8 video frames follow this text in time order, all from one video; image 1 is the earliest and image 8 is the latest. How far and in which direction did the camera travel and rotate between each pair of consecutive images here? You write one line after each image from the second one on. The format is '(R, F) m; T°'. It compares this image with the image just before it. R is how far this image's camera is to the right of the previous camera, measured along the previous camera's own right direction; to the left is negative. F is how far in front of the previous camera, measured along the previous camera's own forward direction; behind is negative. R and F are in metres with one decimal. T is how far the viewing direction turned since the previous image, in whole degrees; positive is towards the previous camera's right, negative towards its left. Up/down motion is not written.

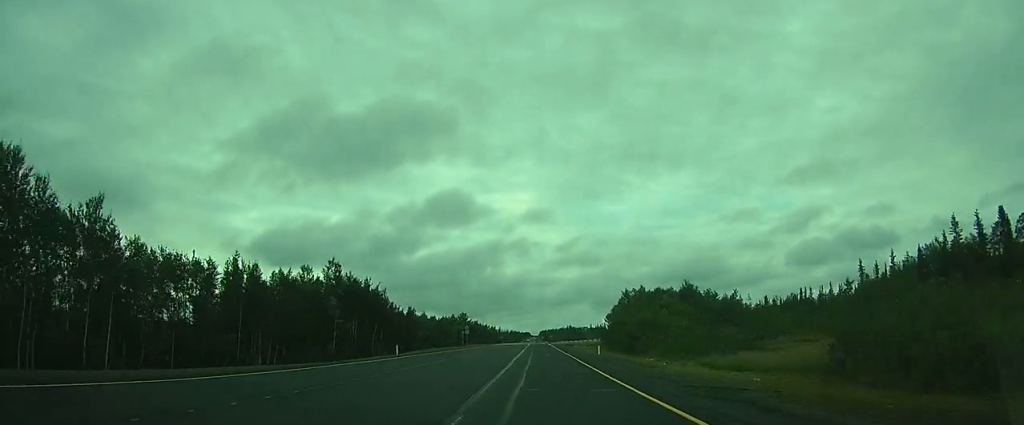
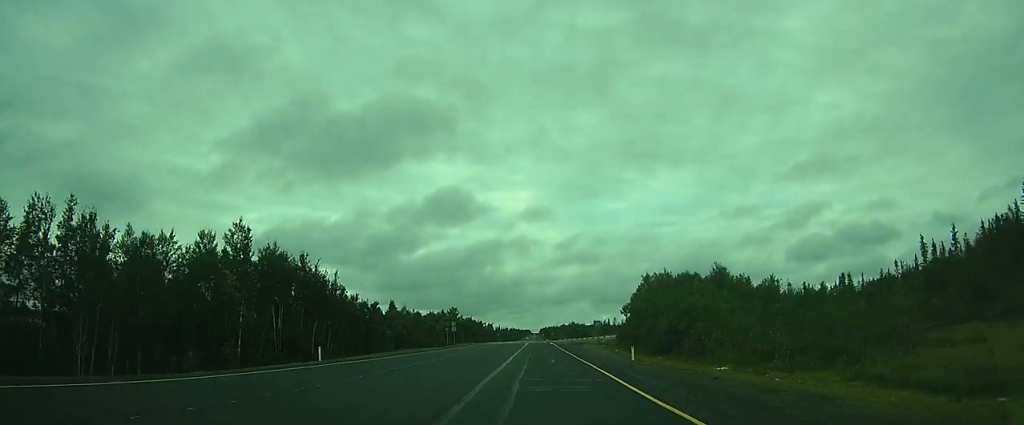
(-0.2, +17.9) m; -1°
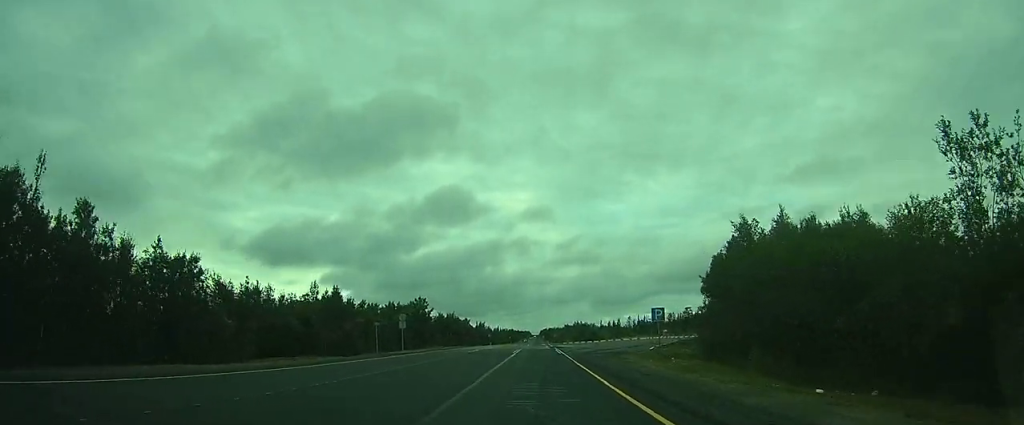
(-0.5, +35.2) m; -1°
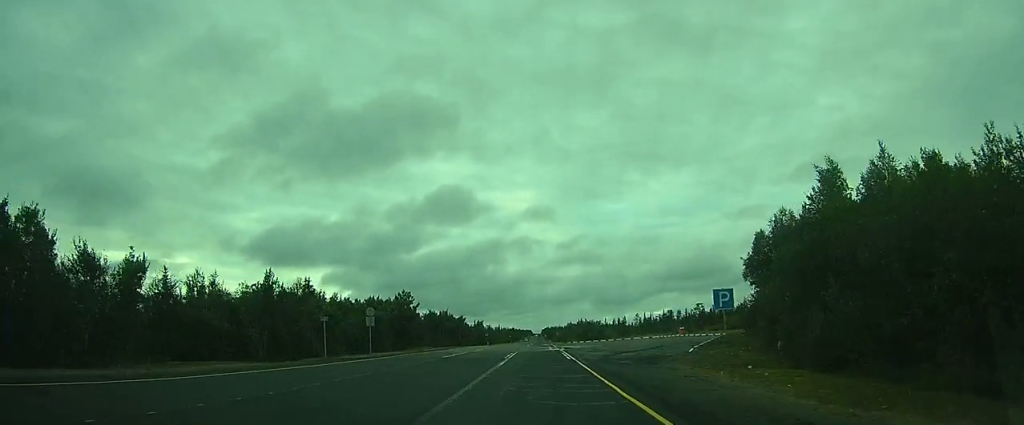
(0.0, +11.4) m; 0°
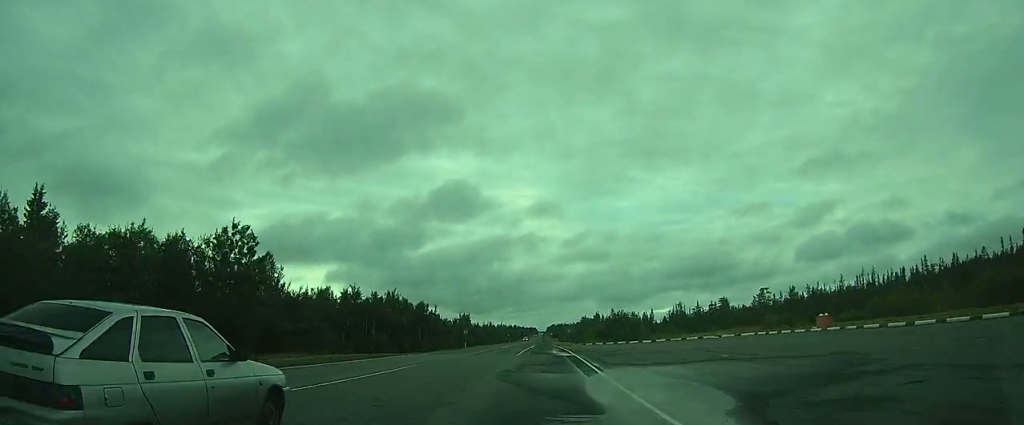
(-0.3, +46.2) m; 0°
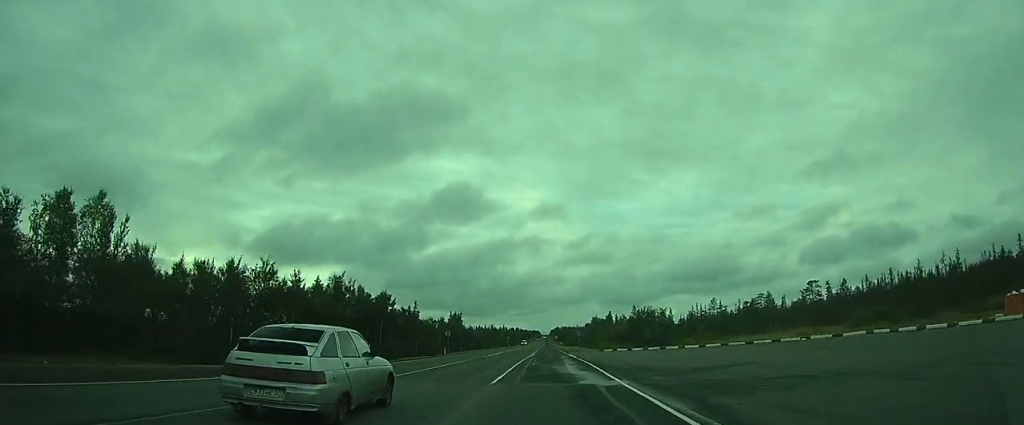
(+0.1, +21.1) m; 0°
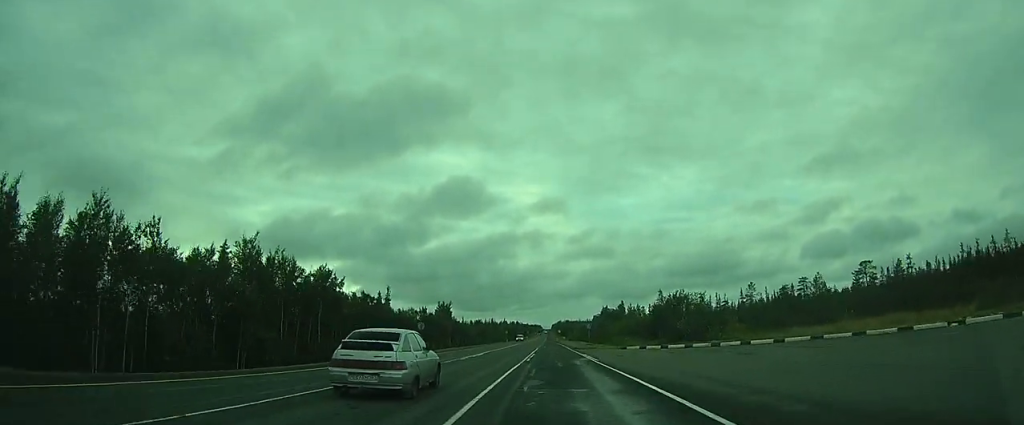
(+0.1, +17.3) m; 0°
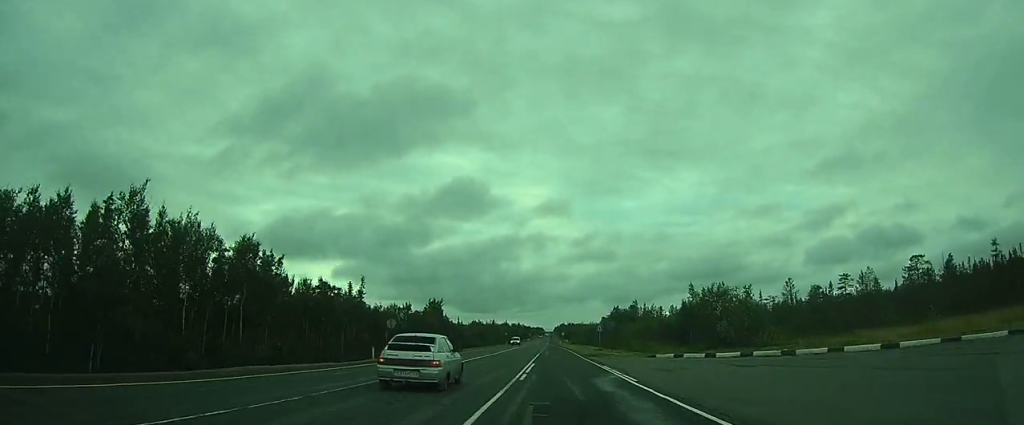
(+0.1, +12.0) m; 0°
